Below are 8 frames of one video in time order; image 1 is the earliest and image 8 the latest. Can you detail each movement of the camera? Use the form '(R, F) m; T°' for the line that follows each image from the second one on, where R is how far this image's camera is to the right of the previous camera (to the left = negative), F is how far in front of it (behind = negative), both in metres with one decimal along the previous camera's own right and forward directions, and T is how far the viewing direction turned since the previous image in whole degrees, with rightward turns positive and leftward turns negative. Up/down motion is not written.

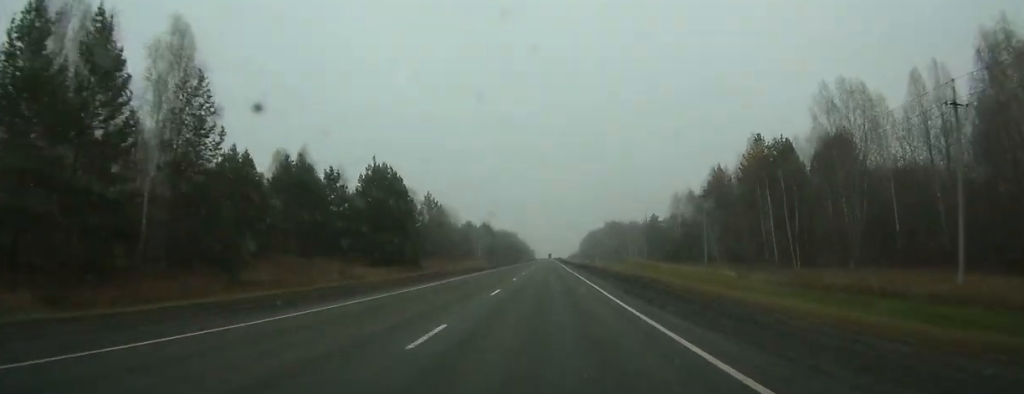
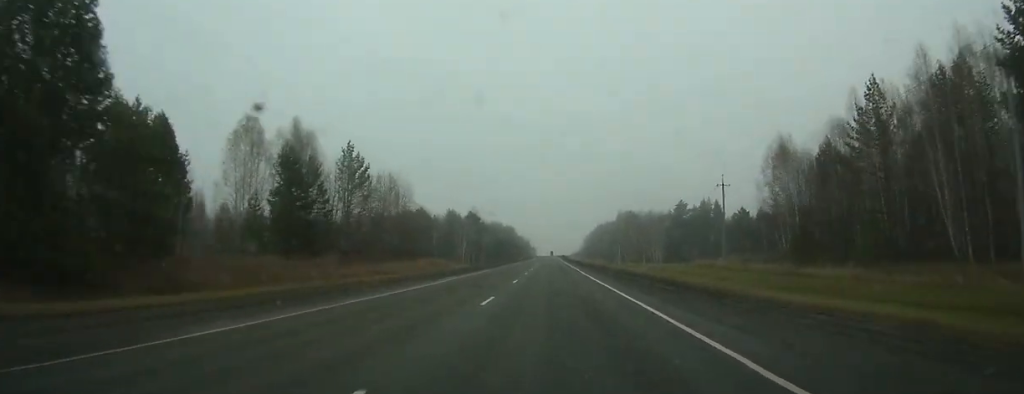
(-0.1, +53.7) m; 0°
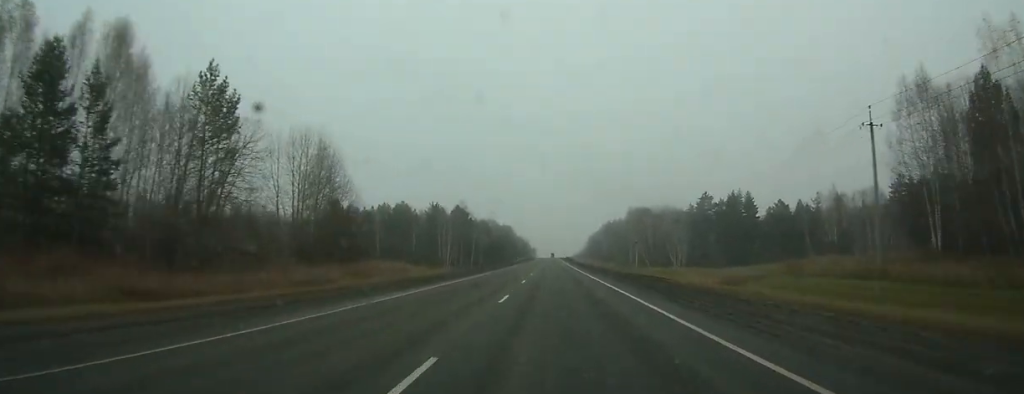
(0.0, +34.0) m; 0°
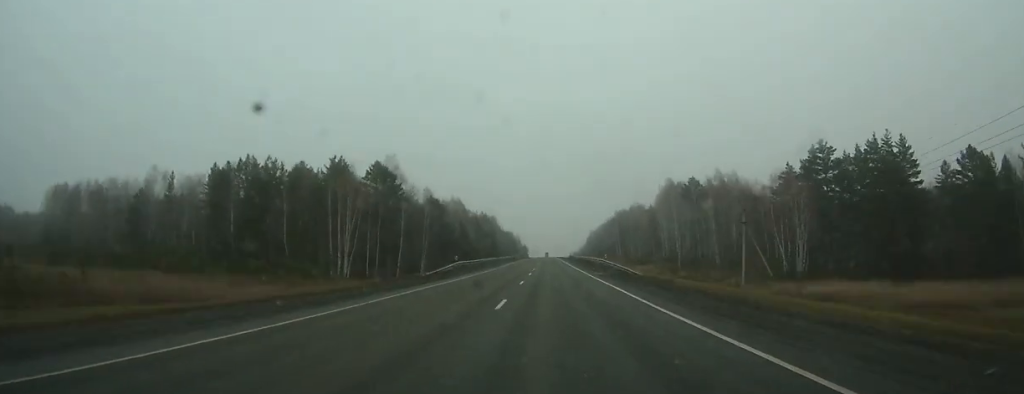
(+0.2, +86.6) m; 0°
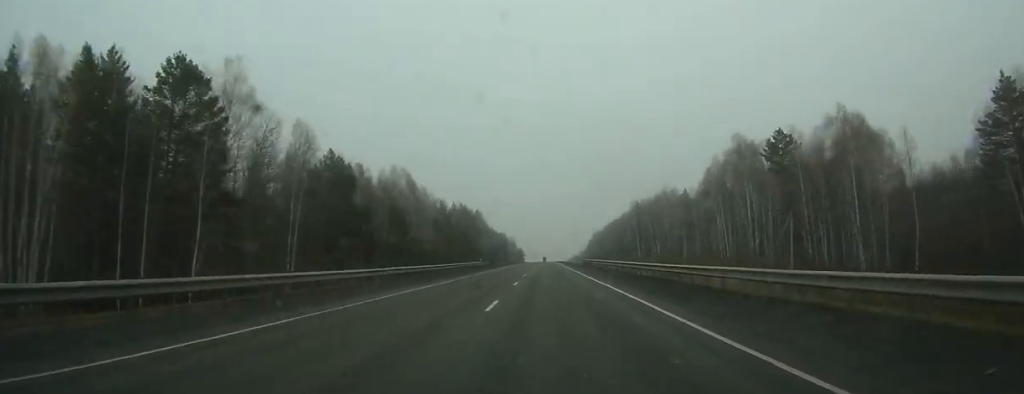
(+0.2, +60.8) m; 0°
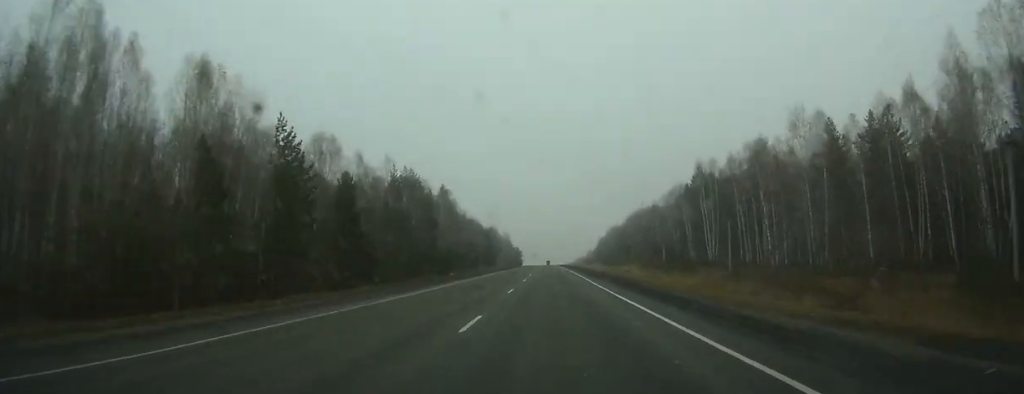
(+0.1, +87.6) m; 0°
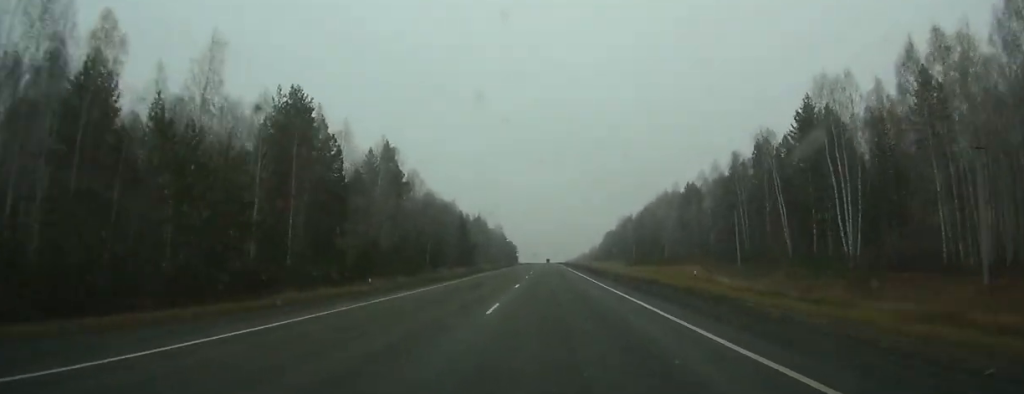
(-0.1, +57.3) m; 0°
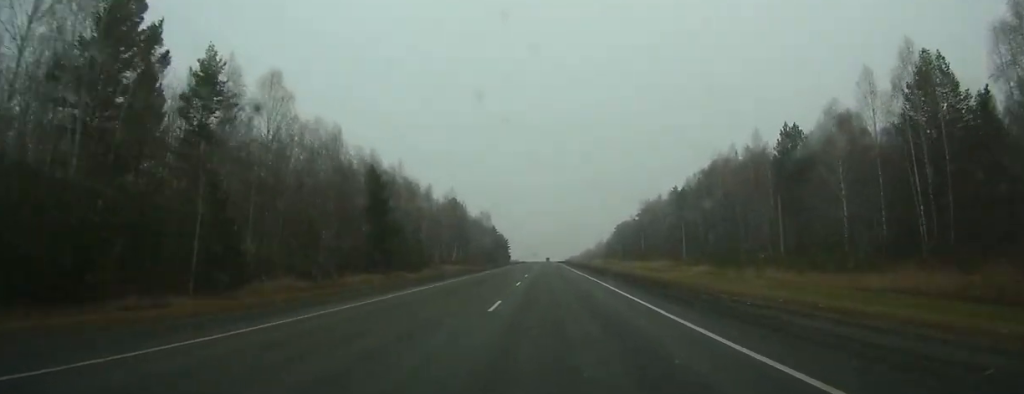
(+0.1, +71.9) m; 0°
